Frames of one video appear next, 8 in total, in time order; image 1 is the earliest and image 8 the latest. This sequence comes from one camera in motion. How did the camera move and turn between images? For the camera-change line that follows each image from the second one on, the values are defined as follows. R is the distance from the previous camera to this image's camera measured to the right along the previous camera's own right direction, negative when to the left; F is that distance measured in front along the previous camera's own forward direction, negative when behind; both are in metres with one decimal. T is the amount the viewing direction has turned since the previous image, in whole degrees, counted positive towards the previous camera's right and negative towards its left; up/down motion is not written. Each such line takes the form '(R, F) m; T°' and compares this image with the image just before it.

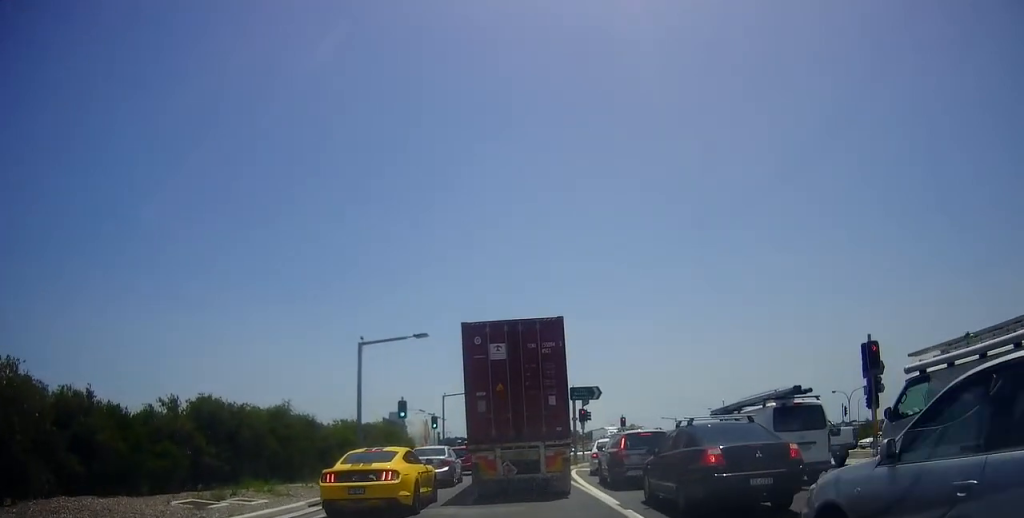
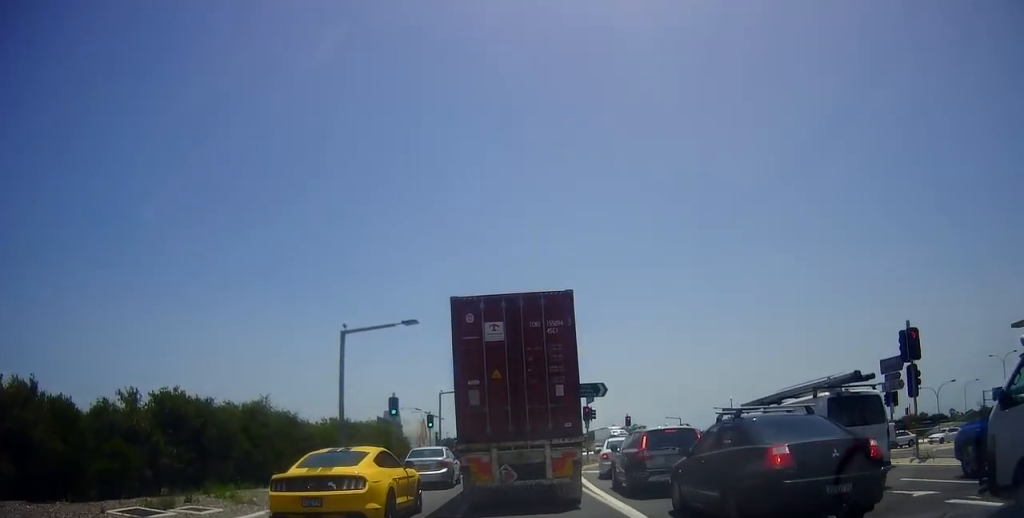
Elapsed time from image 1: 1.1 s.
(0.0, +2.7) m; 0°
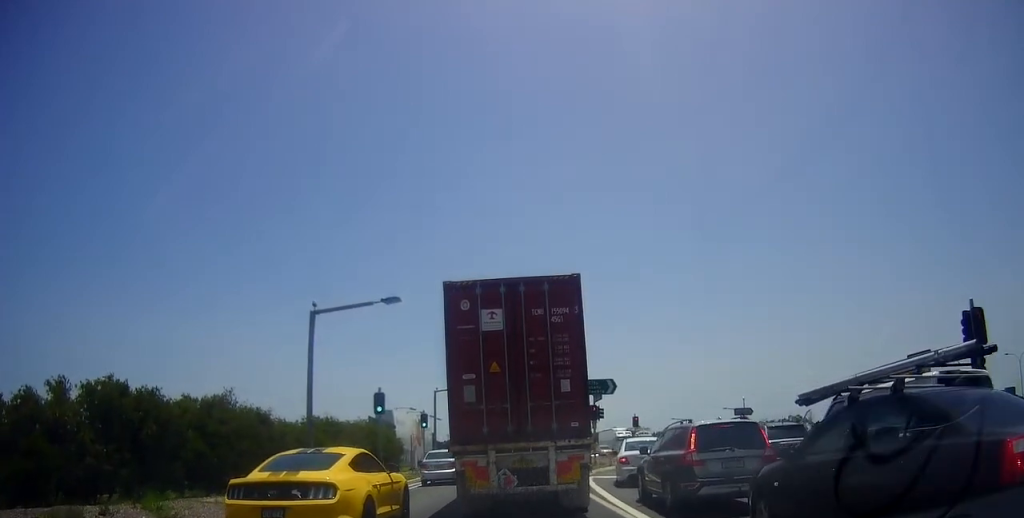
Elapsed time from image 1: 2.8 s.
(0.0, +3.6) m; 0°
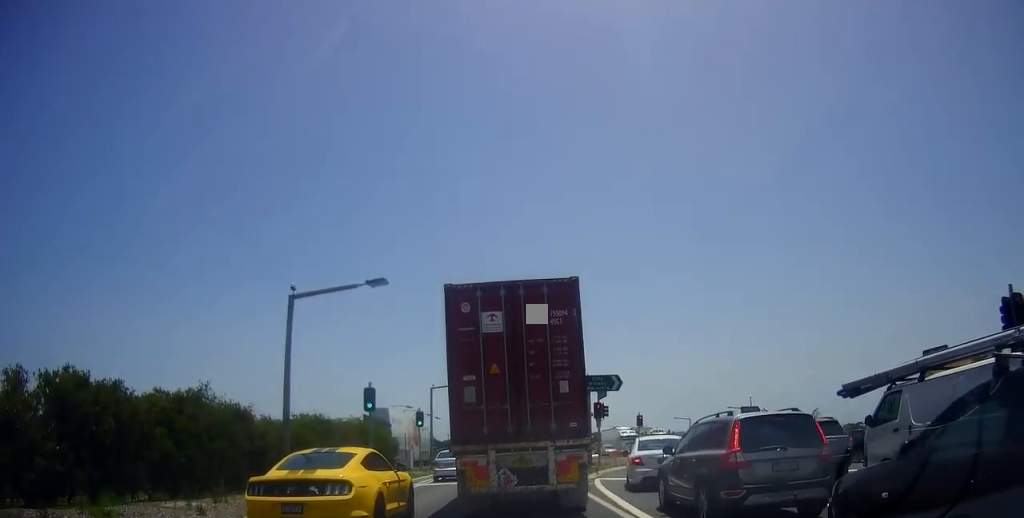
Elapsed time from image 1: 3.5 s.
(0.0, +1.8) m; 0°
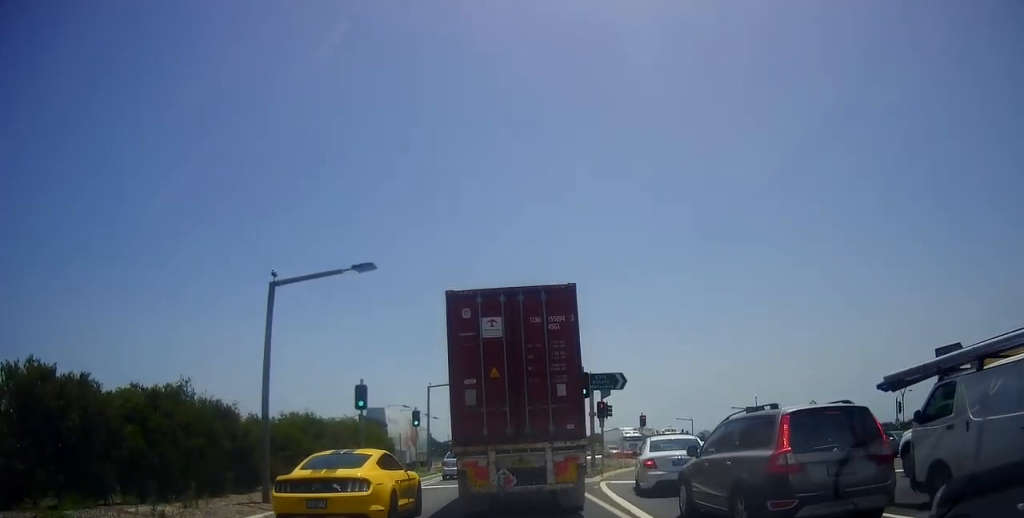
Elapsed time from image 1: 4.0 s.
(0.0, +1.6) m; 0°
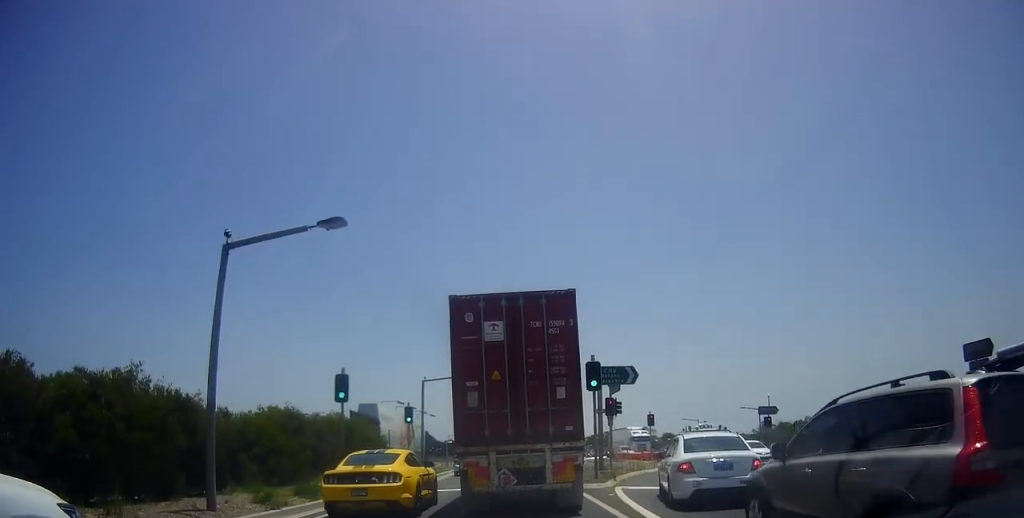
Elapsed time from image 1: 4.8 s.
(0.0, +2.8) m; 0°
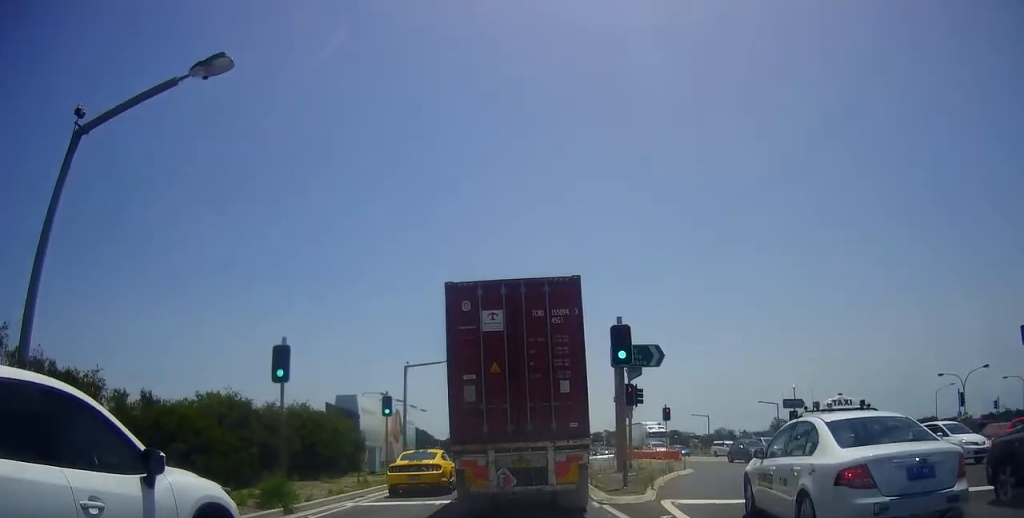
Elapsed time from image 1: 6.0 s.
(0.0, +5.4) m; 0°
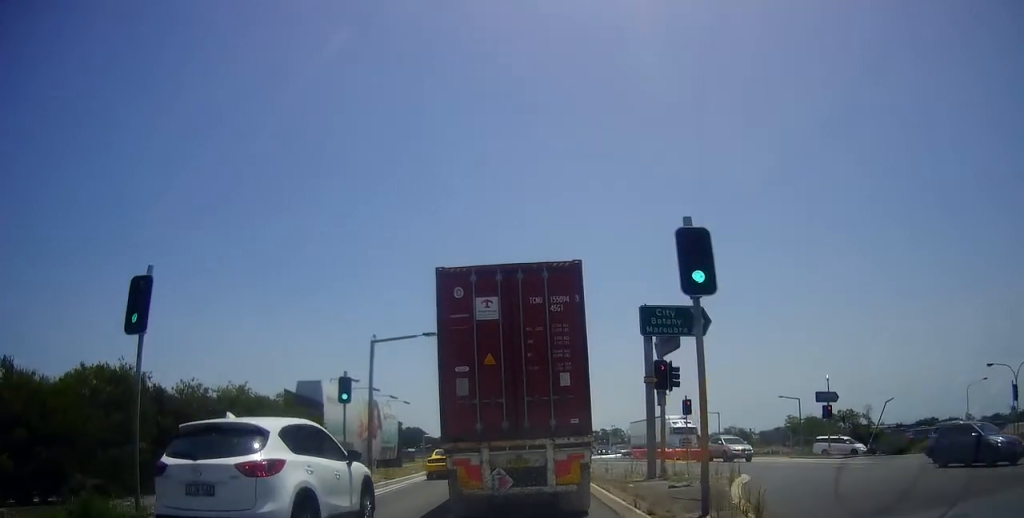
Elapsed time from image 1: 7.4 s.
(0.0, +6.5) m; 0°
